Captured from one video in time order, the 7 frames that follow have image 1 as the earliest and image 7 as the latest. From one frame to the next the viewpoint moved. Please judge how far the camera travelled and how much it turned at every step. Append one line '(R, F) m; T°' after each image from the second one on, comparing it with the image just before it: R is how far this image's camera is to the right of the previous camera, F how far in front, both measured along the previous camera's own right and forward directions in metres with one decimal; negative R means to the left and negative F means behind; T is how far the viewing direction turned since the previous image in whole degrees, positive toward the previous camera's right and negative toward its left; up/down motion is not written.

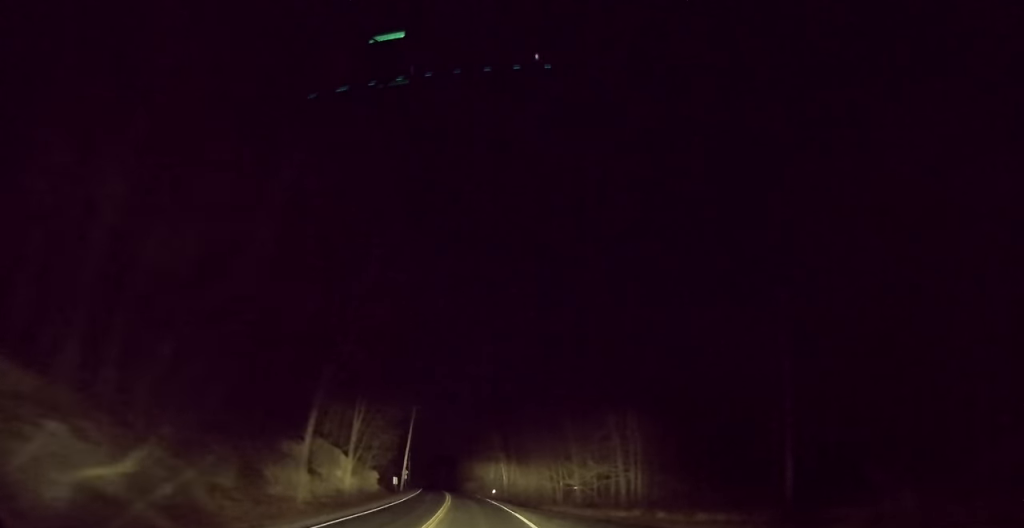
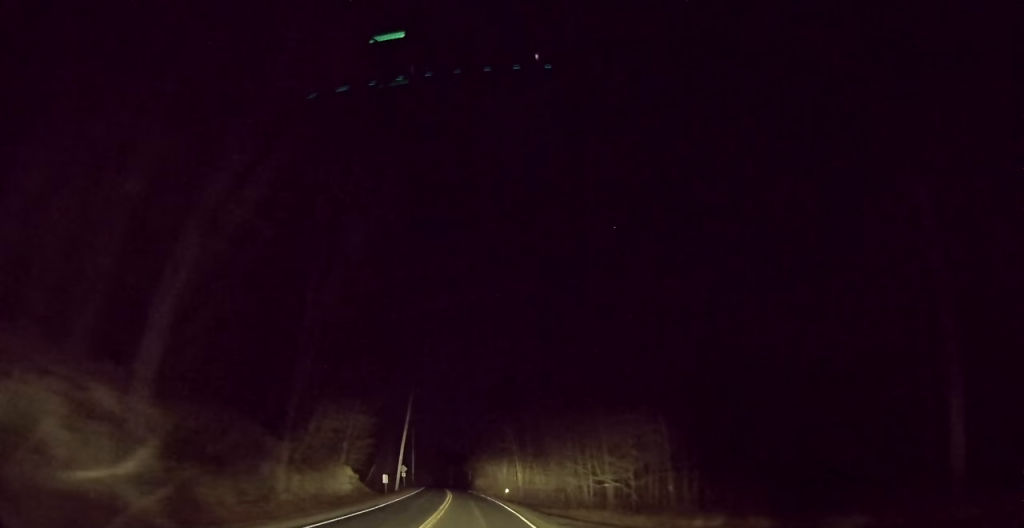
(-0.3, +12.4) m; -1°
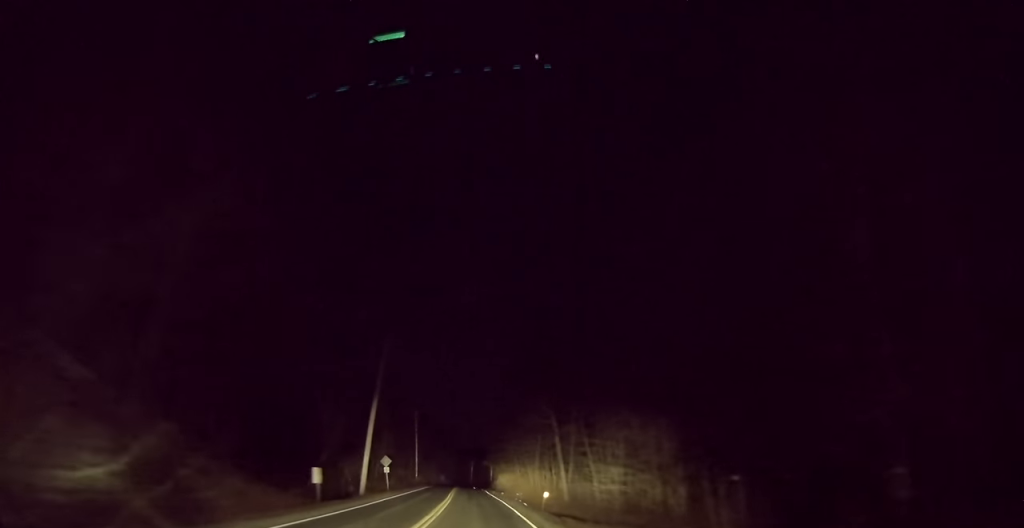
(-0.2, +25.9) m; -2°
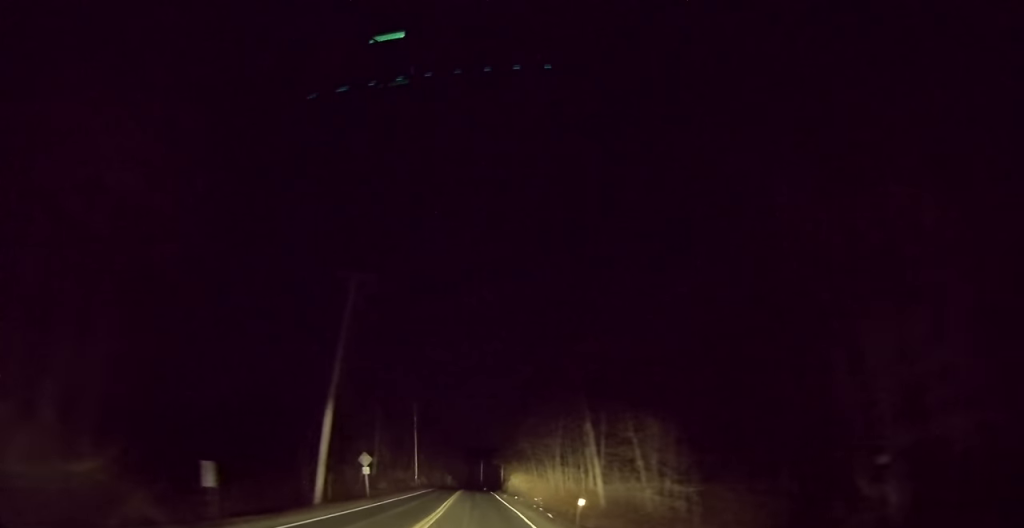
(-0.2, +11.9) m; -1°
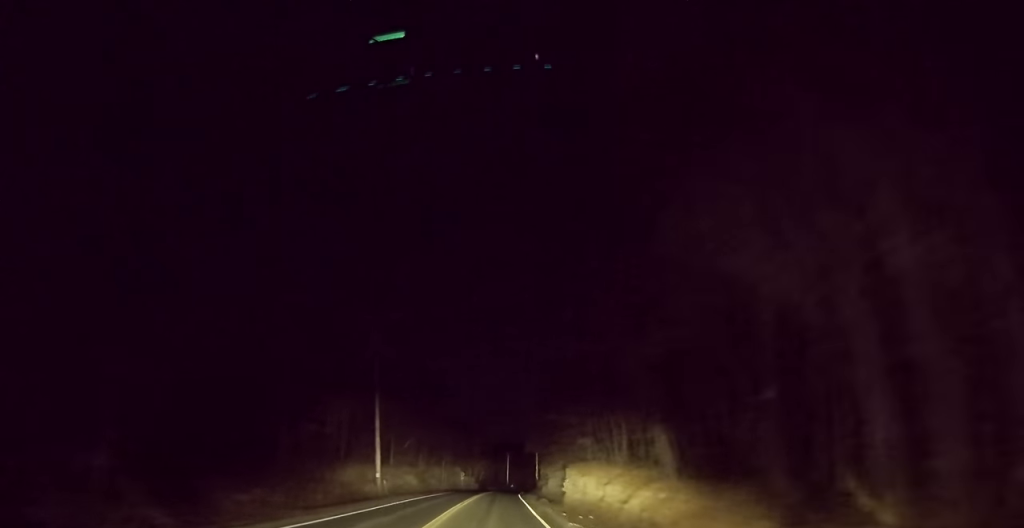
(-1.1, +39.9) m; -3°
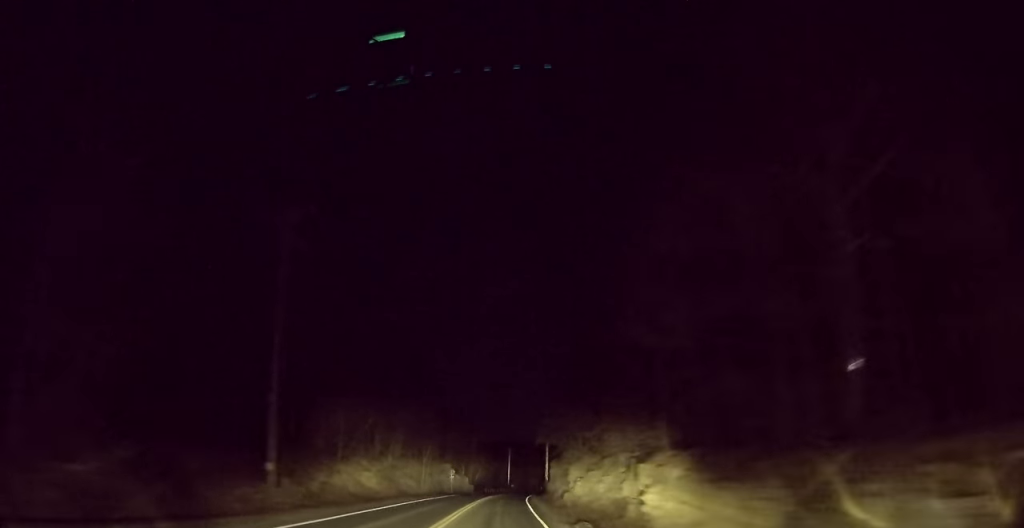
(-0.2, +20.3) m; 0°
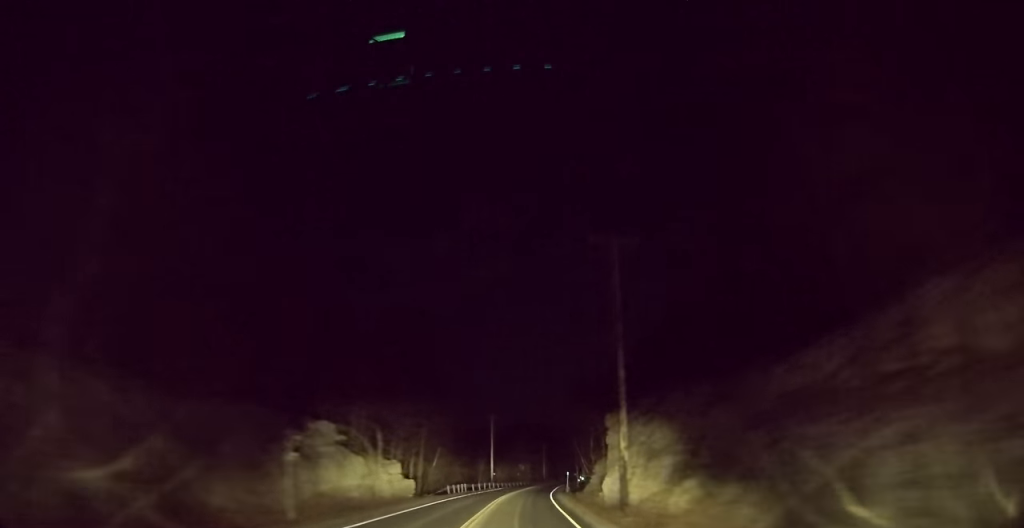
(0.0, +54.8) m; +1°
